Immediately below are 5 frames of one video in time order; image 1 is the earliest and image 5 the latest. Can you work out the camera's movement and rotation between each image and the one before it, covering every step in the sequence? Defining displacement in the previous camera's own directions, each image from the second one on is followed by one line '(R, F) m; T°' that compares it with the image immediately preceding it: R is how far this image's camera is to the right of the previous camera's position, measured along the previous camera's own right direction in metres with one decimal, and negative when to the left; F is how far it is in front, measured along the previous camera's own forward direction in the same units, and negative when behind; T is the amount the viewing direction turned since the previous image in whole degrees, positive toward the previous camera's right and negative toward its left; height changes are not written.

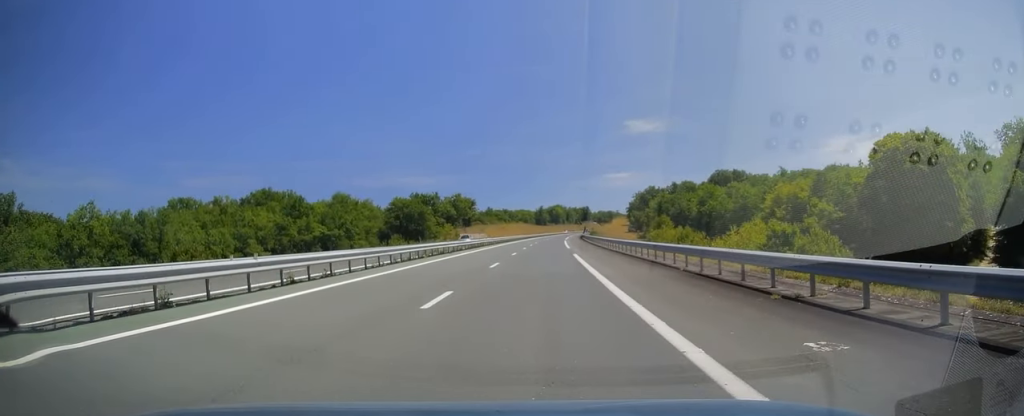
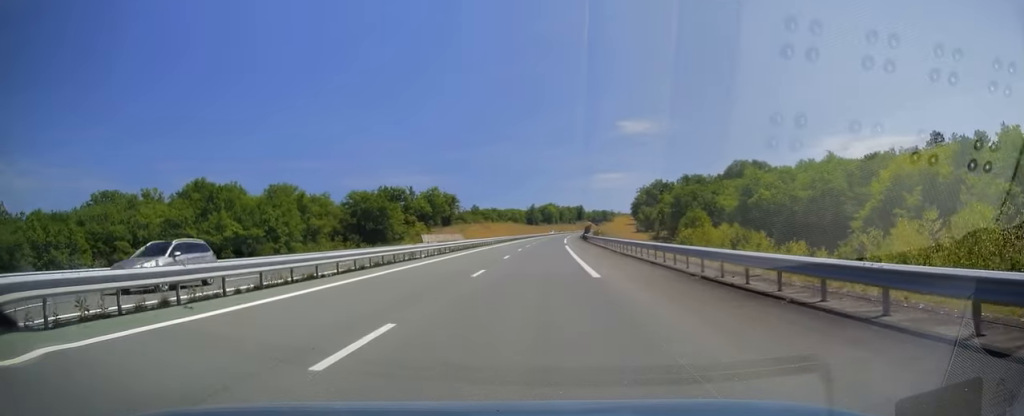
(+0.4, +30.9) m; +2°
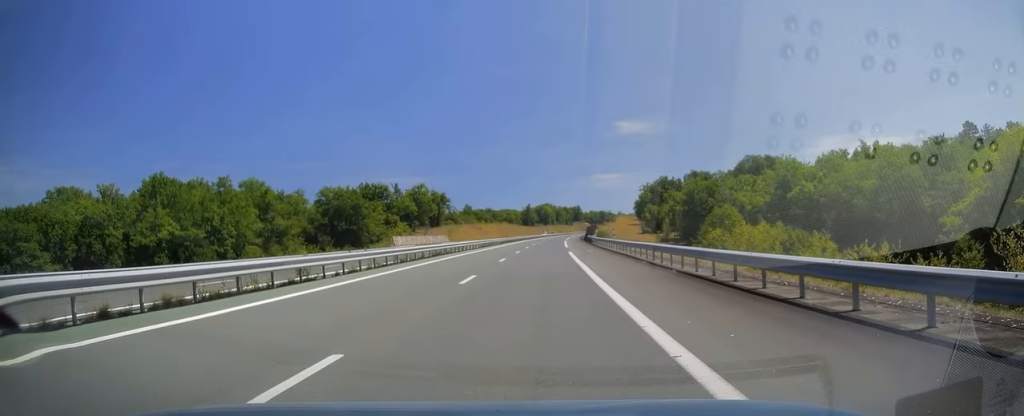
(+0.2, +15.2) m; +1°
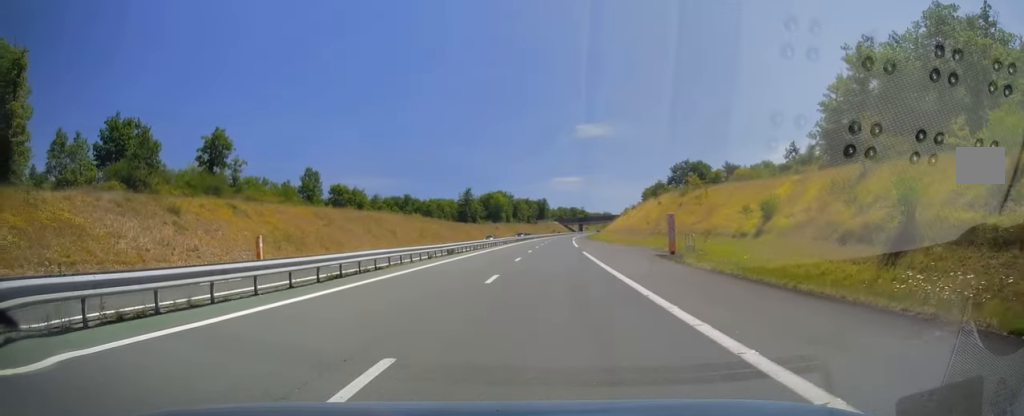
(+4.4, +155.4) m; +3°
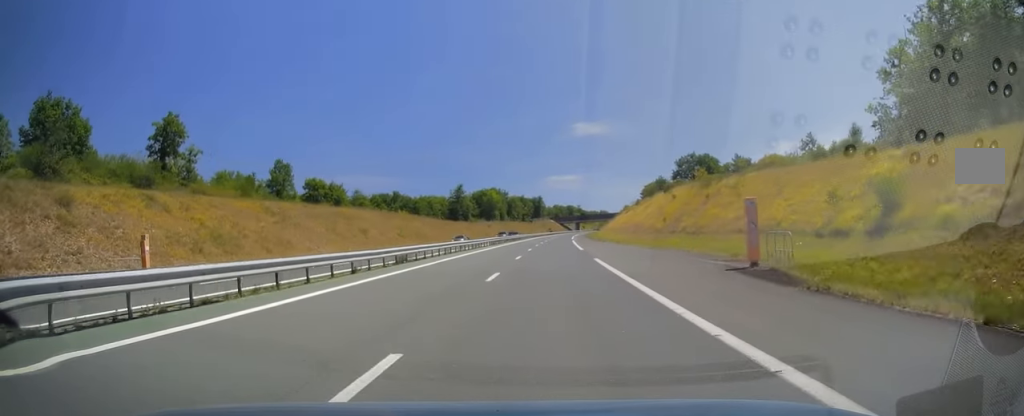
(0.0, +12.8) m; 0°
